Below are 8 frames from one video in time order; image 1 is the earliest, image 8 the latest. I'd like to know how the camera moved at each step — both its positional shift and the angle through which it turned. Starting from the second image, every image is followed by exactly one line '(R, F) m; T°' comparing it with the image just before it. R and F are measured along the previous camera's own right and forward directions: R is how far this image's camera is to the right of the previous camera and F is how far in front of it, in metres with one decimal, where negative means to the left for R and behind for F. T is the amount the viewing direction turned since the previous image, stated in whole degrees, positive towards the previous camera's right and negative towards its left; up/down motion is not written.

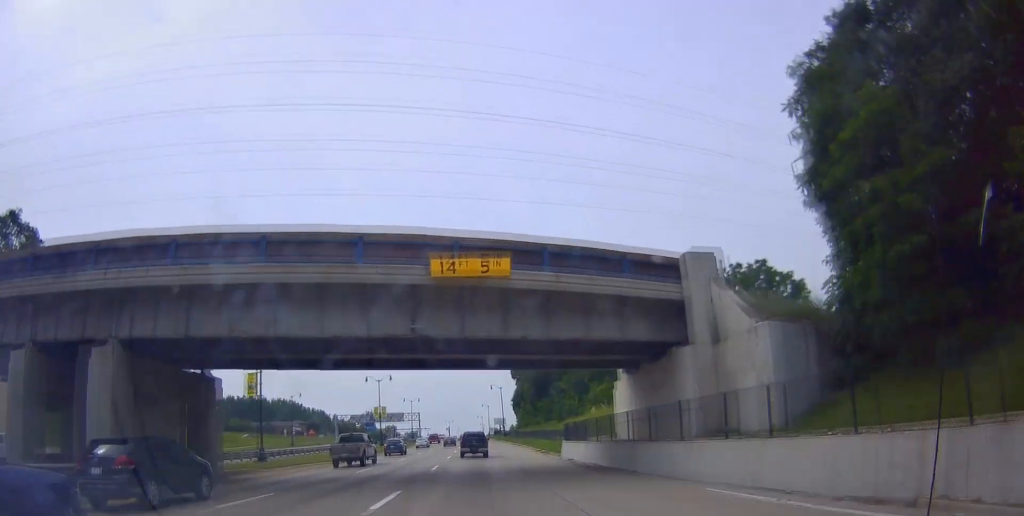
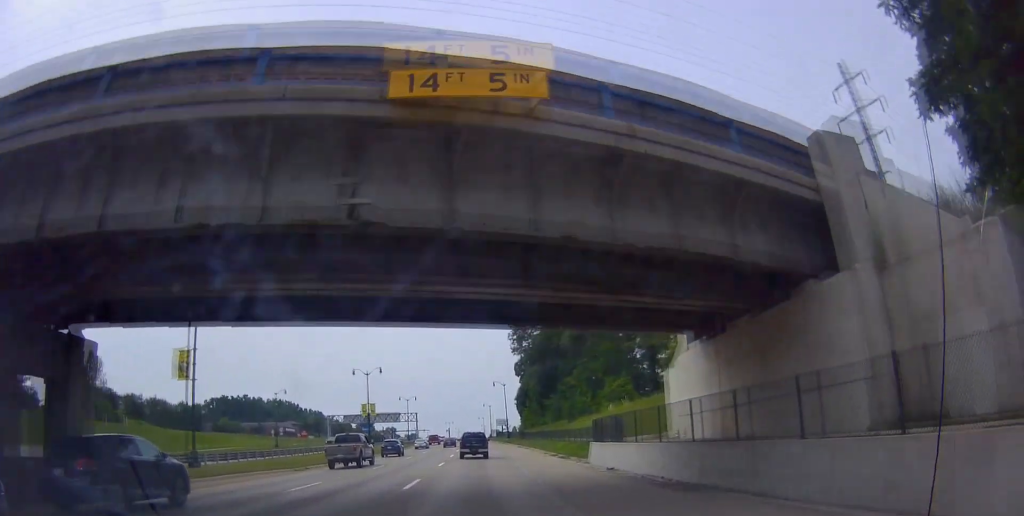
(-0.3, +10.6) m; 0°
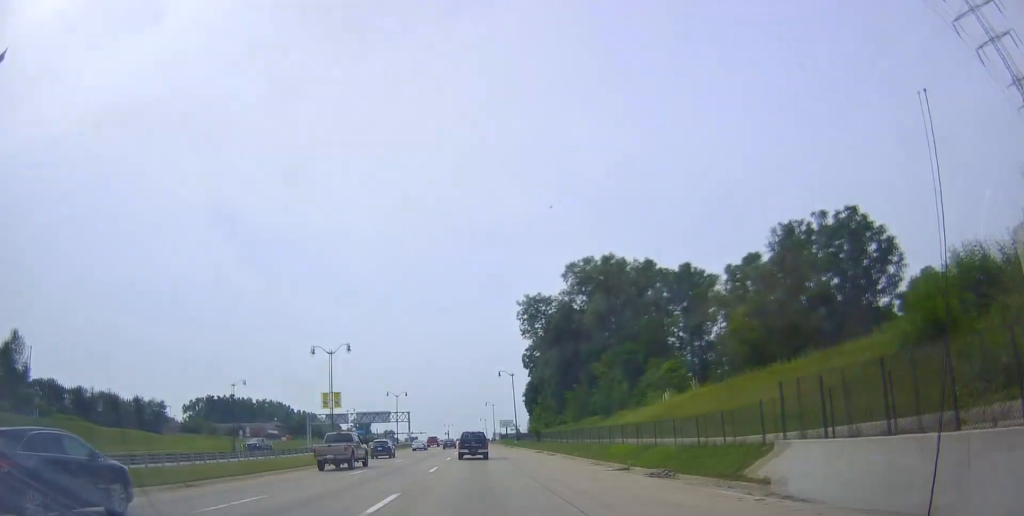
(+0.7, +22.0) m; 0°
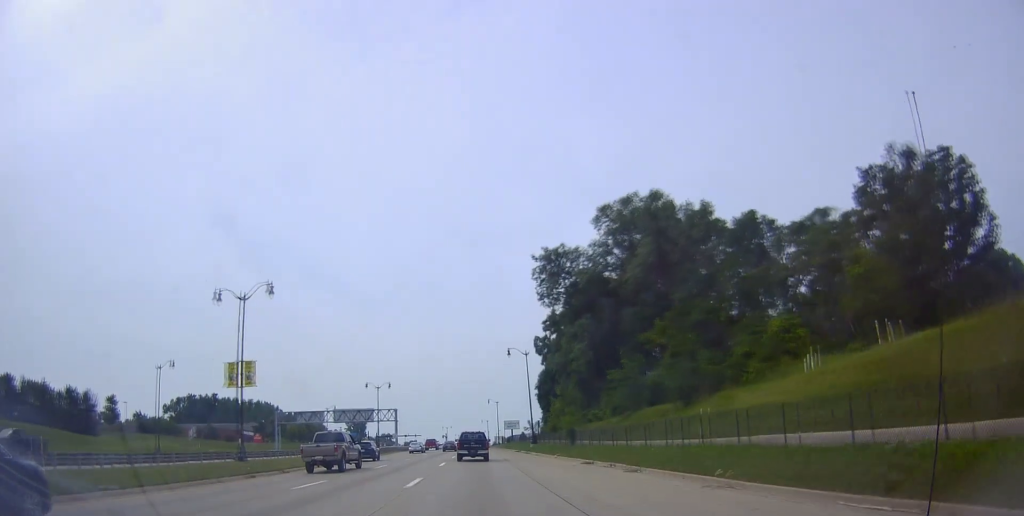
(-0.8, +25.1) m; -1°
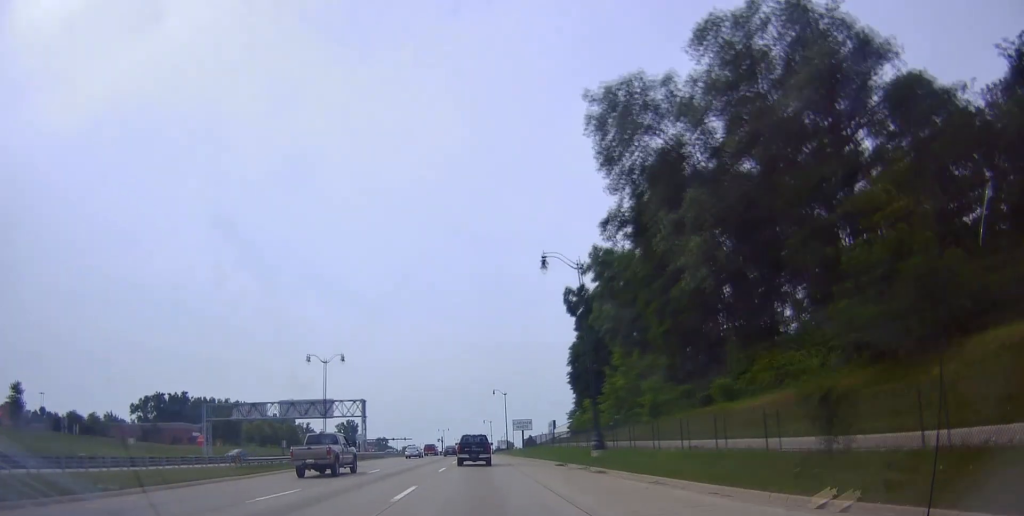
(+0.9, +35.2) m; +1°
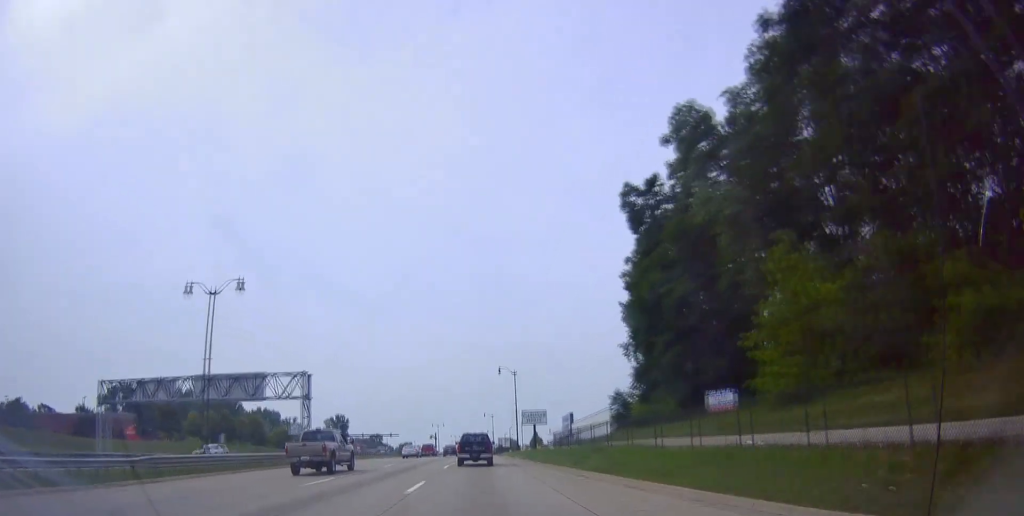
(-0.5, +28.4) m; -1°
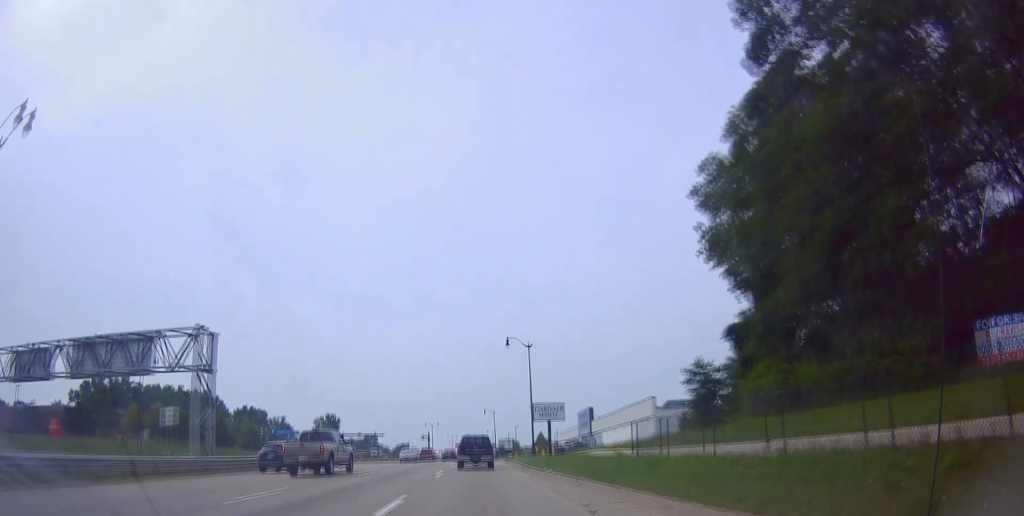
(+0.5, +21.7) m; 0°
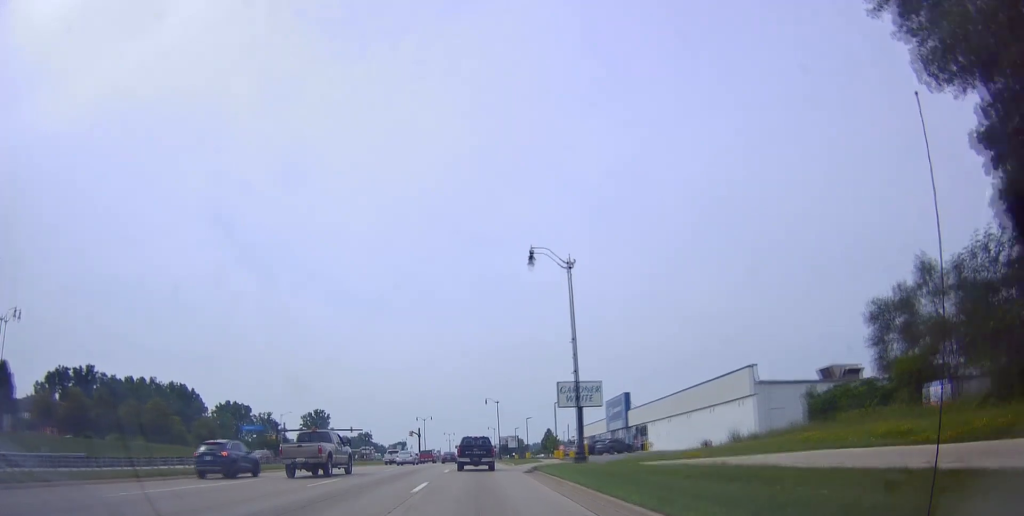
(-0.6, +24.7) m; 0°
